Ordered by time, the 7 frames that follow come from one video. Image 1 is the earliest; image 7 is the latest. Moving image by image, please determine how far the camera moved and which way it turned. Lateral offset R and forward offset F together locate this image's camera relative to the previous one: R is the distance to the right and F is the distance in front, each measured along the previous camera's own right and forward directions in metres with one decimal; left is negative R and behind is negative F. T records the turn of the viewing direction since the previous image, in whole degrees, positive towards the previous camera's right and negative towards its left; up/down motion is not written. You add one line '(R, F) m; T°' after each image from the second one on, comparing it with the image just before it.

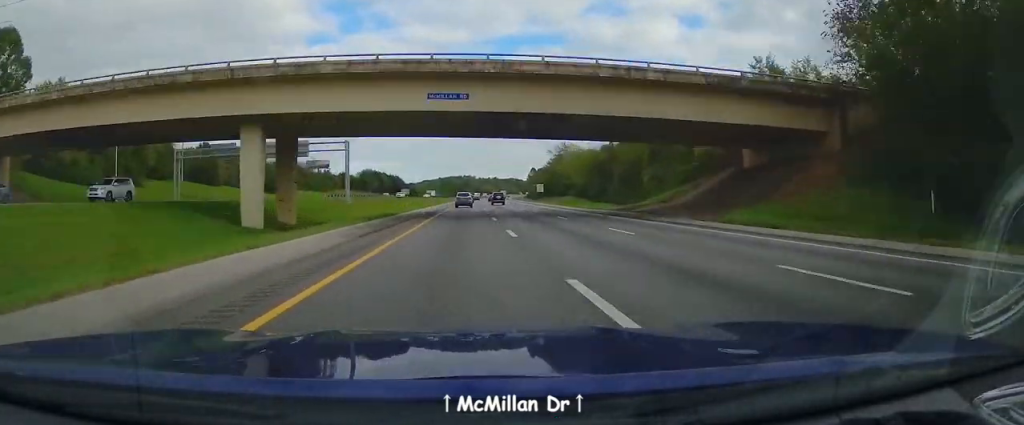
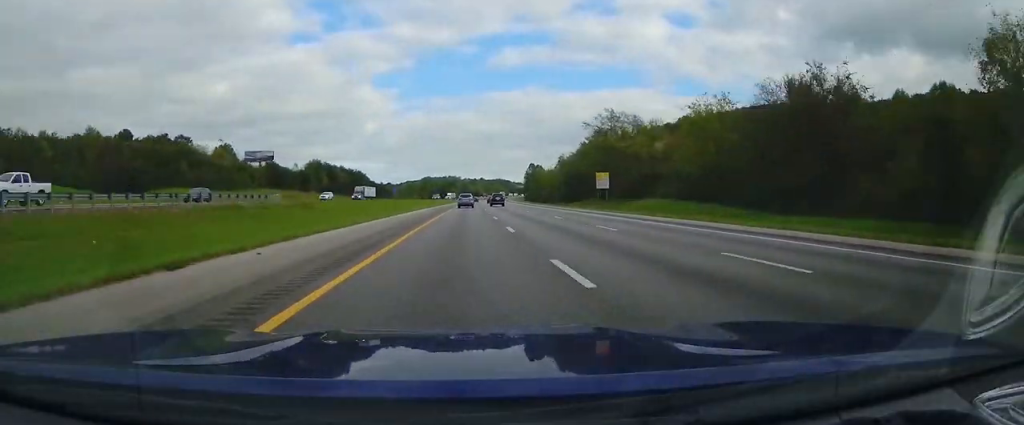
(+1.5, +74.1) m; +2°
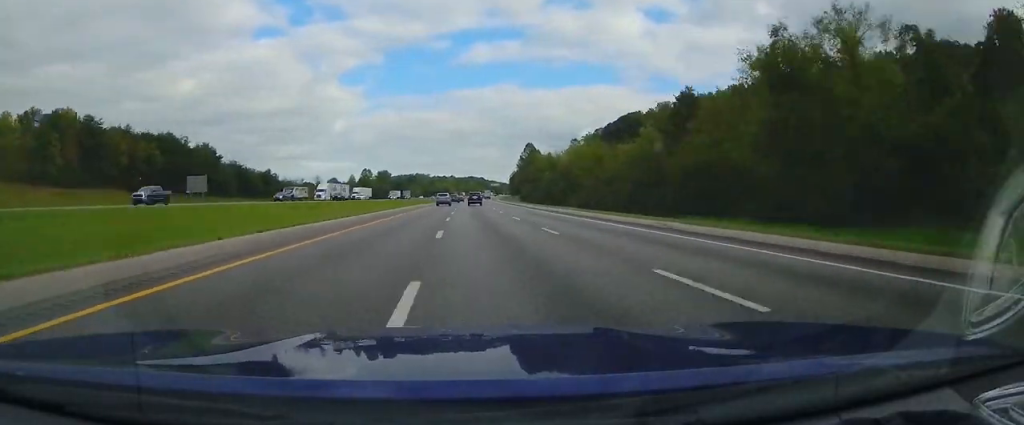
(+2.6, +128.7) m; +2°
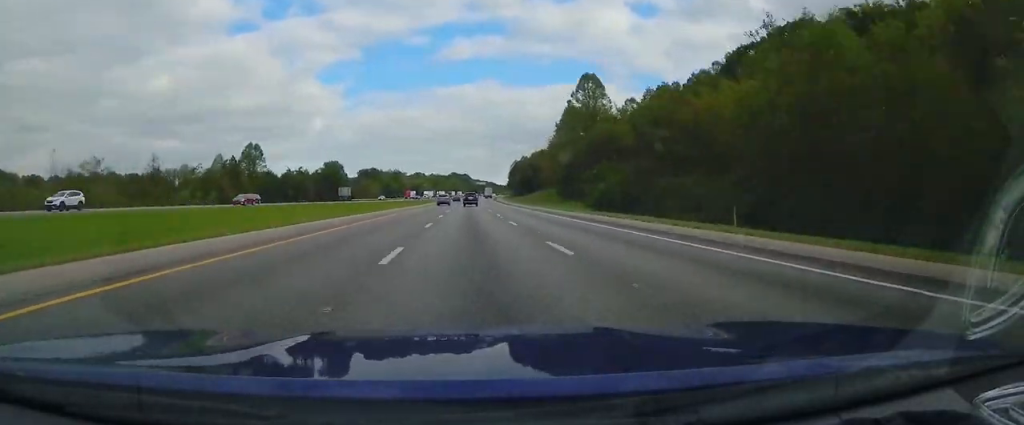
(+2.5, +137.1) m; +2°
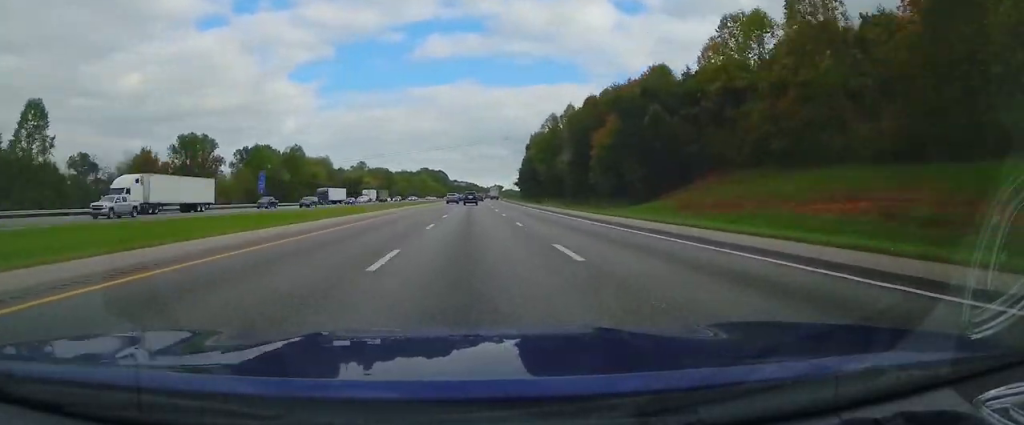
(+2.3, +167.4) m; +2°
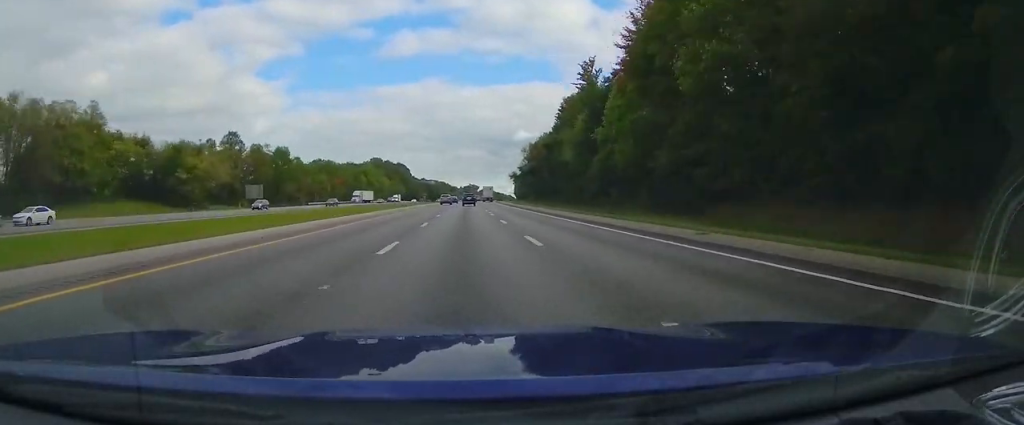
(+3.9, +140.6) m; +3°
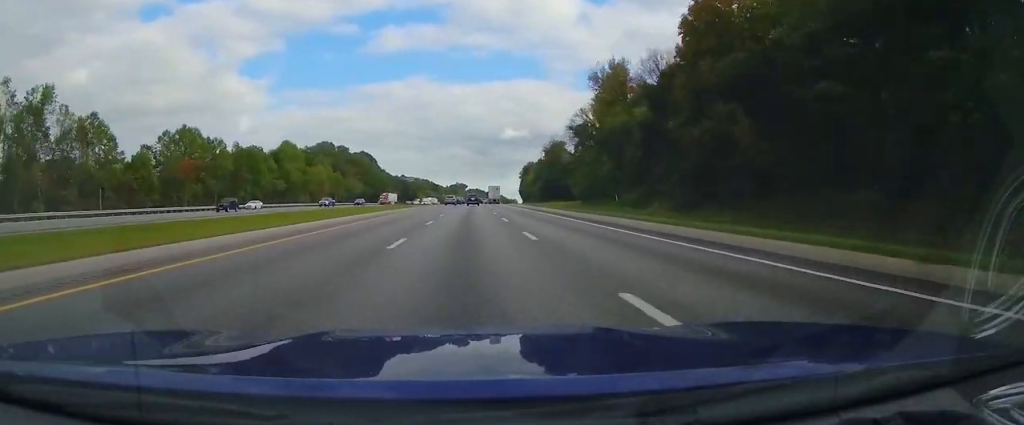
(+1.7, +110.2) m; +2°
